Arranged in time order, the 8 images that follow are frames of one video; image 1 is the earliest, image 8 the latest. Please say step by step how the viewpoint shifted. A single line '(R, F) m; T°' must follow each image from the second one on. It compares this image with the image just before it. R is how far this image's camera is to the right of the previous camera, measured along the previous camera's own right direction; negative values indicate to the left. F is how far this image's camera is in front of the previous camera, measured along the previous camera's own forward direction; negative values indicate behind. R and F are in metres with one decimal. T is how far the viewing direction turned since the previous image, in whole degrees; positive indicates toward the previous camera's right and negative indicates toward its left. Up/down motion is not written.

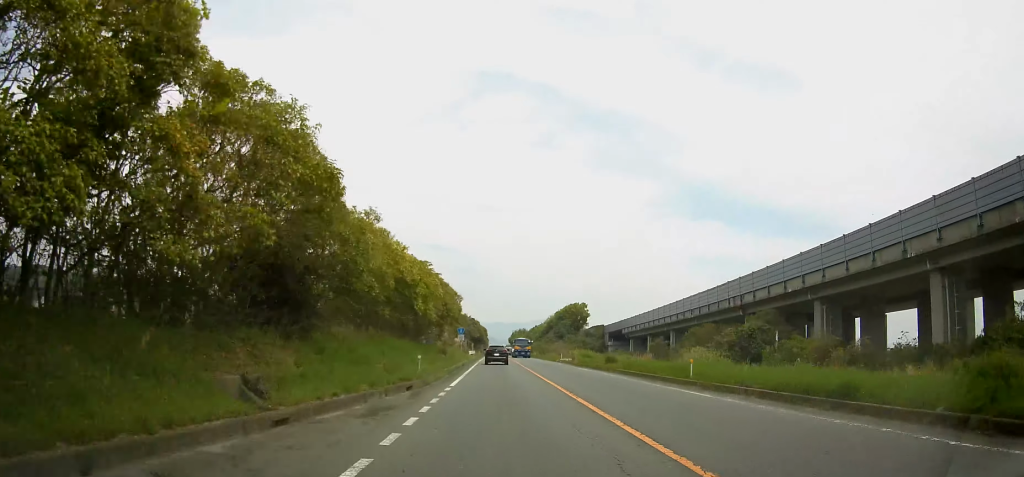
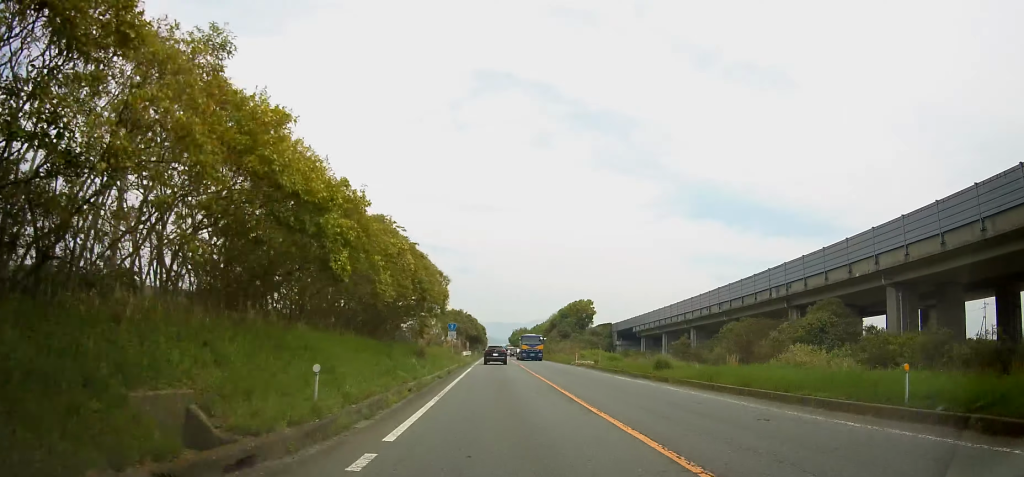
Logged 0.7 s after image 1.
(+0.1, +11.7) m; 0°
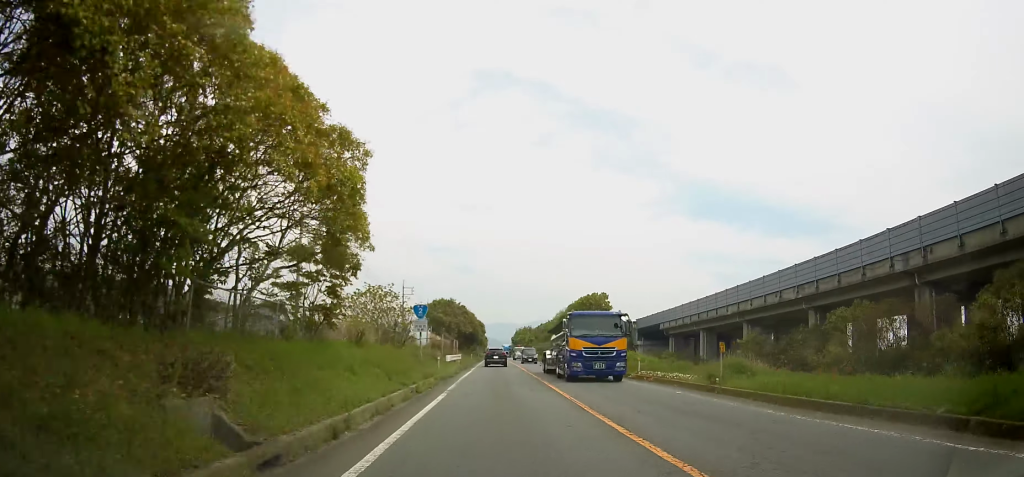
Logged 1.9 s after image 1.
(-0.2, +20.7) m; 0°
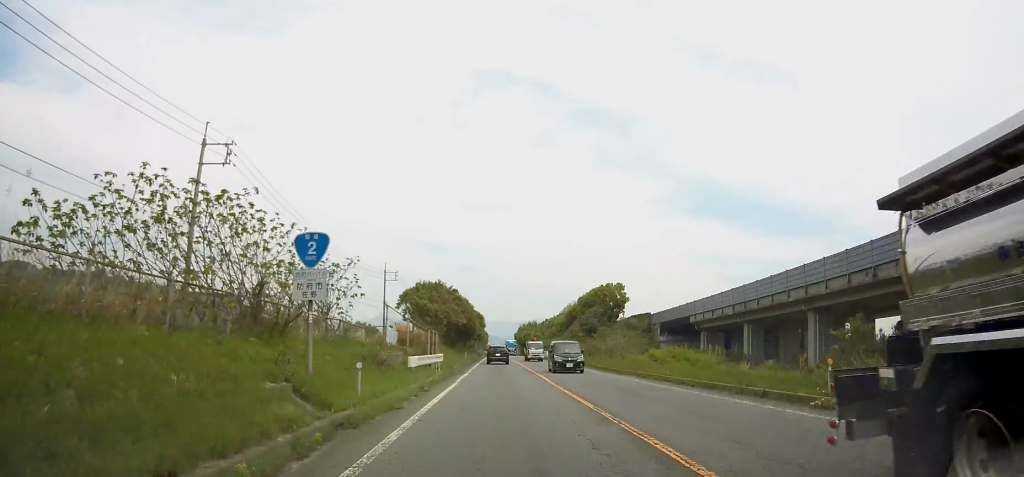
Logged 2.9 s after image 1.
(+0.1, +16.4) m; 0°
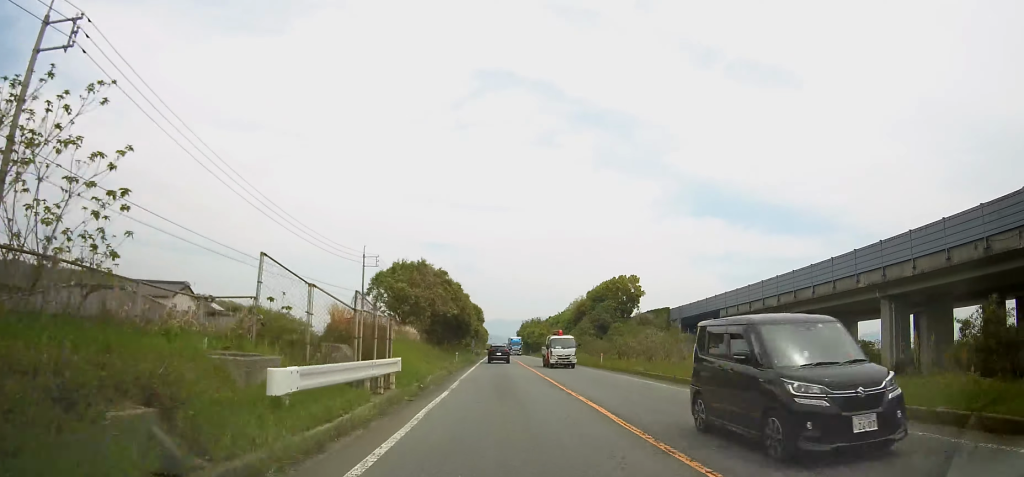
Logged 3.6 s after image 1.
(0.0, +12.6) m; 0°
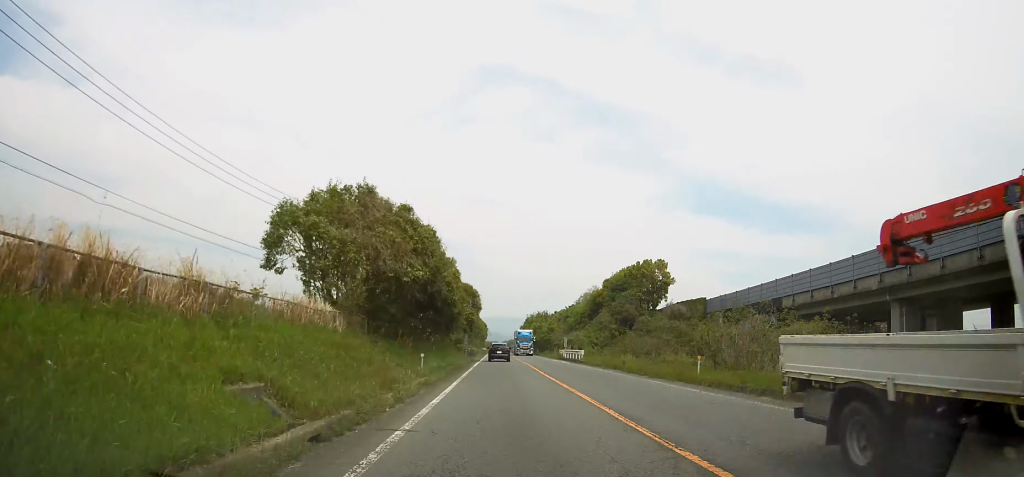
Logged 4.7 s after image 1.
(+0.1, +18.4) m; -1°
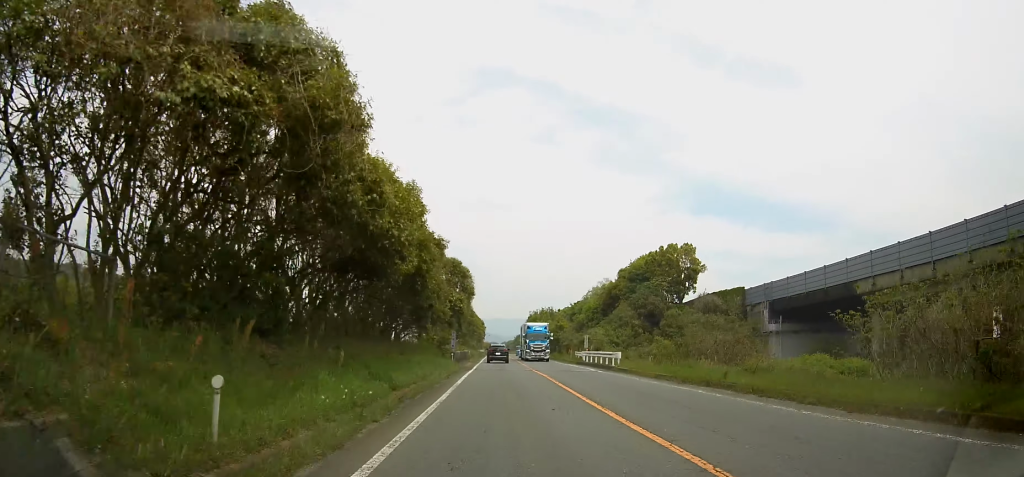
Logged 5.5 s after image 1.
(-0.2, +14.5) m; 0°
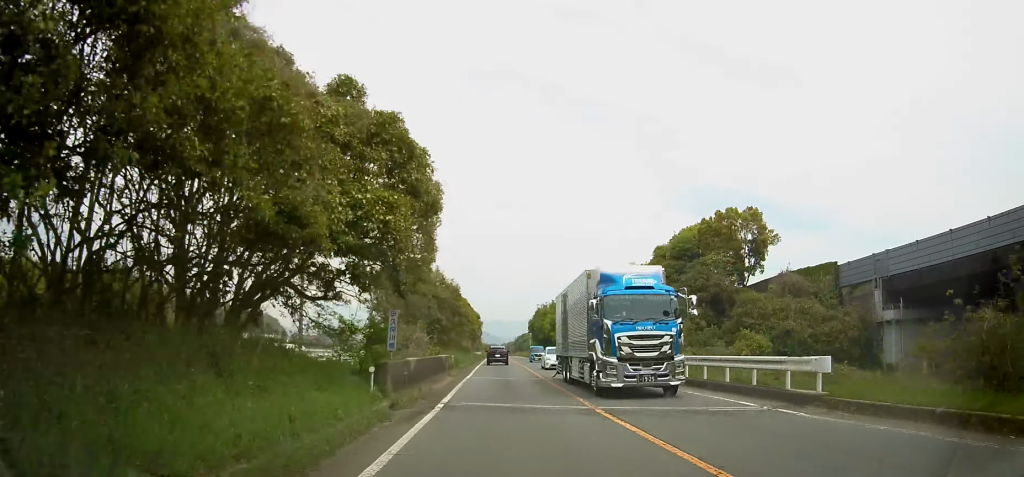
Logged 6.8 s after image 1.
(0.0, +21.7) m; +1°
